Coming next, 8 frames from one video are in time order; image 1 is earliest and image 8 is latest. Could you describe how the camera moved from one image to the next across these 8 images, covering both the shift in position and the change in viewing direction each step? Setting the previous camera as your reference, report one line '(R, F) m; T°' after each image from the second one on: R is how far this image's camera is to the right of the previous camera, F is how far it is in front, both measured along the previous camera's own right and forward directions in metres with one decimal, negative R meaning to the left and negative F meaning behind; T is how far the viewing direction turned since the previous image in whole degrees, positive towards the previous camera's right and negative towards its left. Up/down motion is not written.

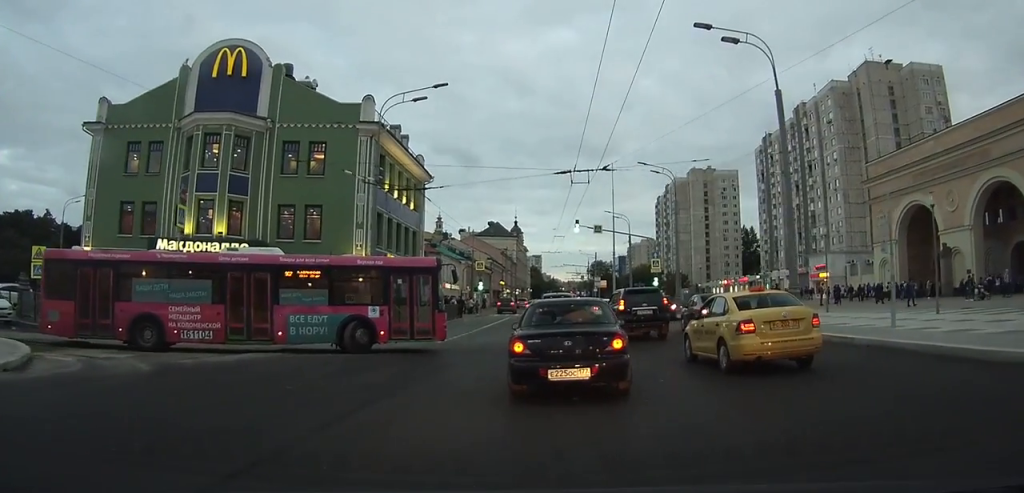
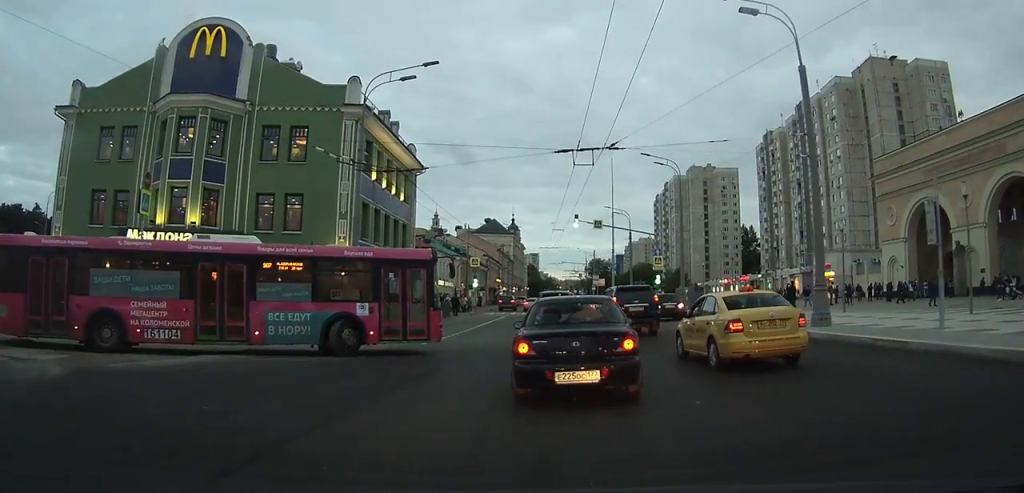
(0.0, +2.5) m; 0°
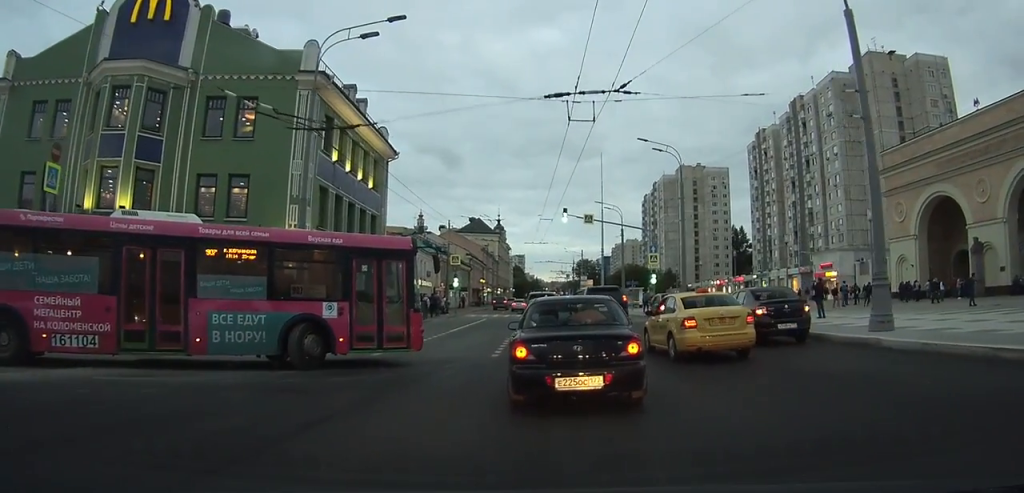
(0.0, +4.8) m; +1°
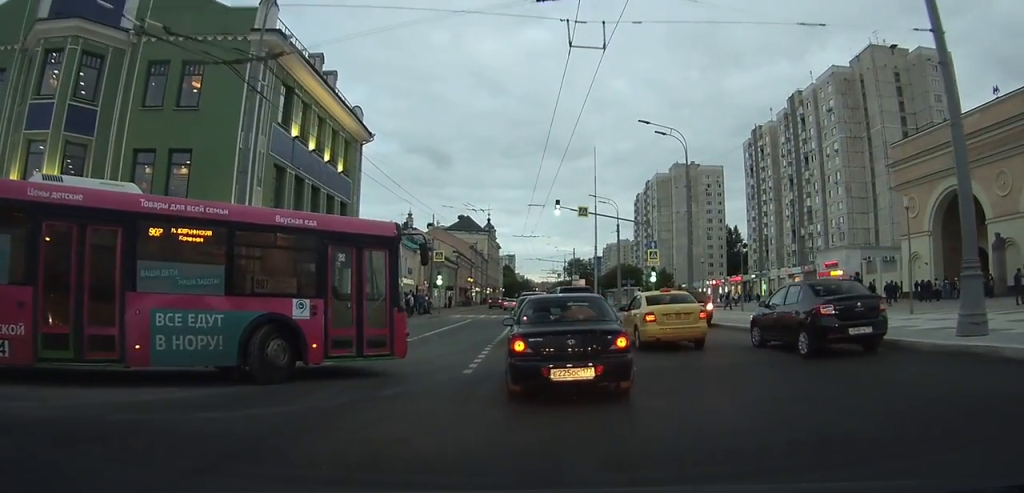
(+0.1, +4.3) m; +2°
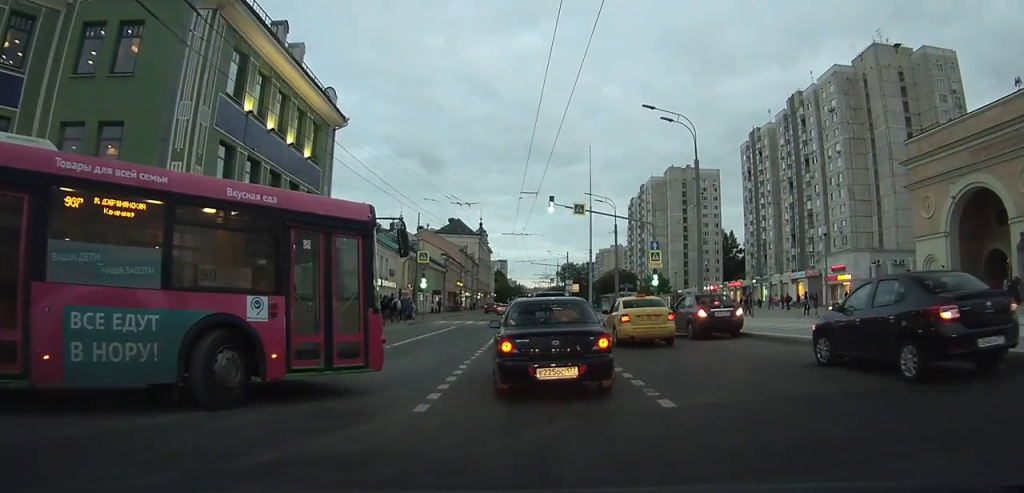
(0.0, +3.9) m; +1°
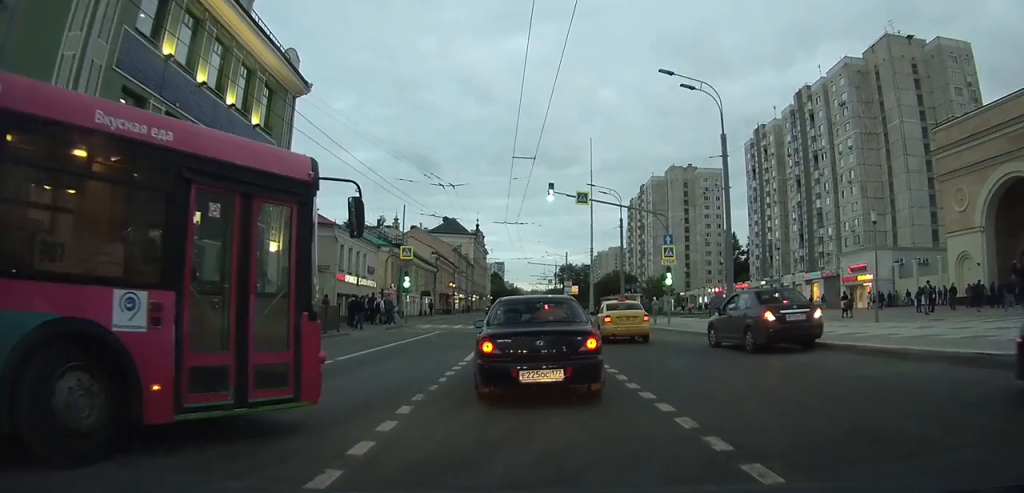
(+0.1, +4.9) m; 0°
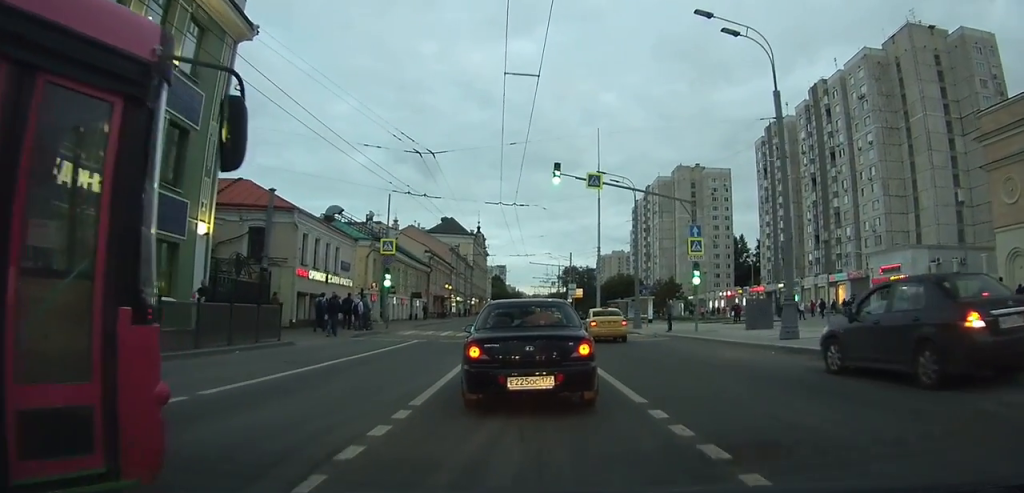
(0.0, +5.9) m; 0°
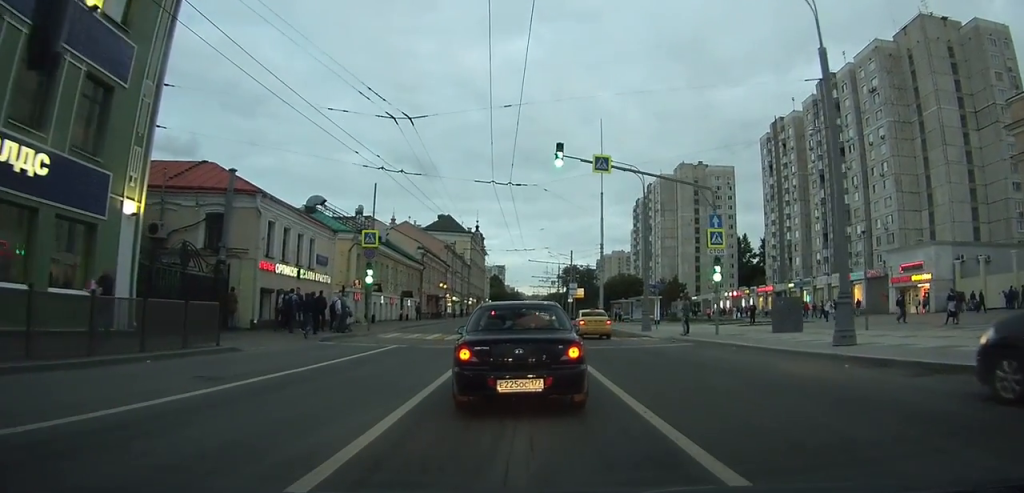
(0.0, +4.0) m; -1°
